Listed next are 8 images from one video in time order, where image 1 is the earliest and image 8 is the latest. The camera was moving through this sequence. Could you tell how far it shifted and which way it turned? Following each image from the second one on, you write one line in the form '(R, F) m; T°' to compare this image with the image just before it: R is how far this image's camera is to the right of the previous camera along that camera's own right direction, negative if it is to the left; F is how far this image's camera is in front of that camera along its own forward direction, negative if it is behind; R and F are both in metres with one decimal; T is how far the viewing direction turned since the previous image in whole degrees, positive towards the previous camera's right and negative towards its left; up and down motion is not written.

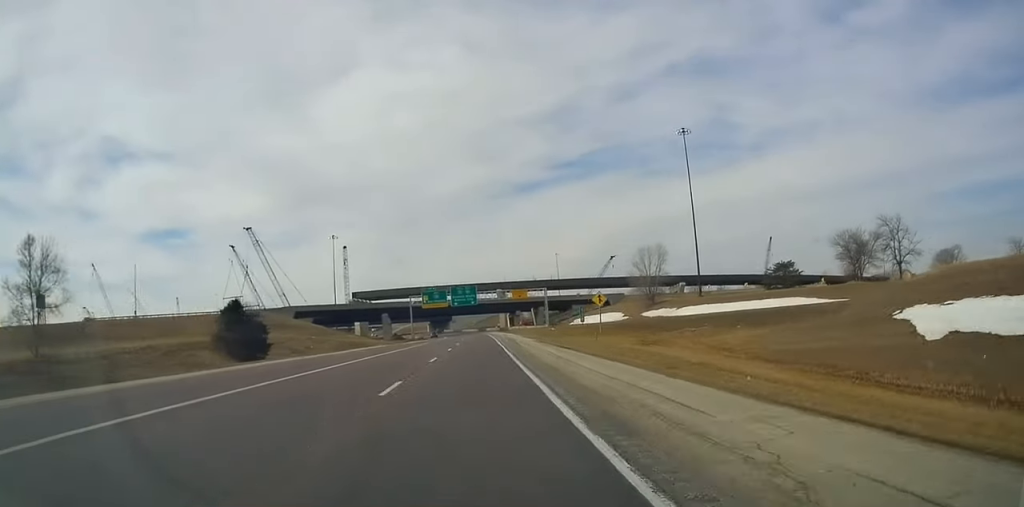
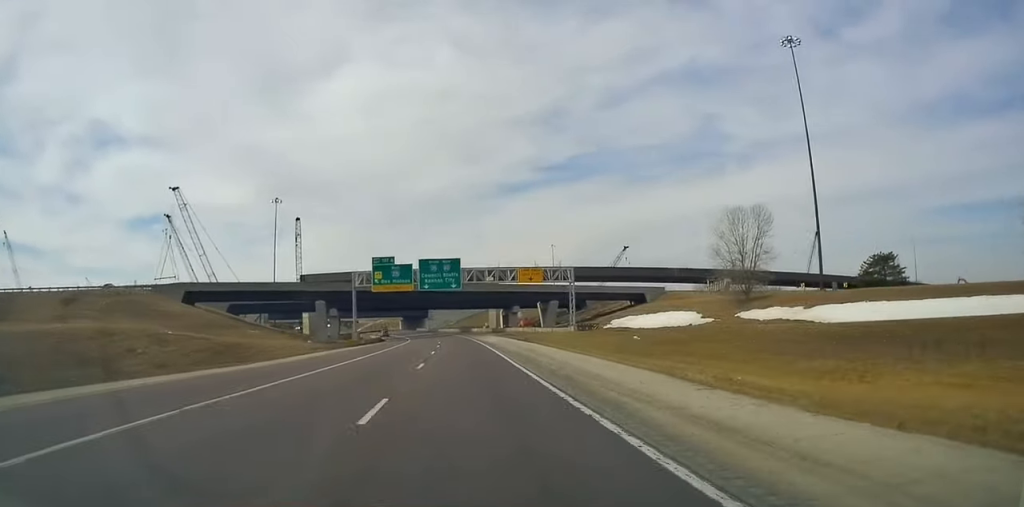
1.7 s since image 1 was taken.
(+0.8, +51.7) m; +2°
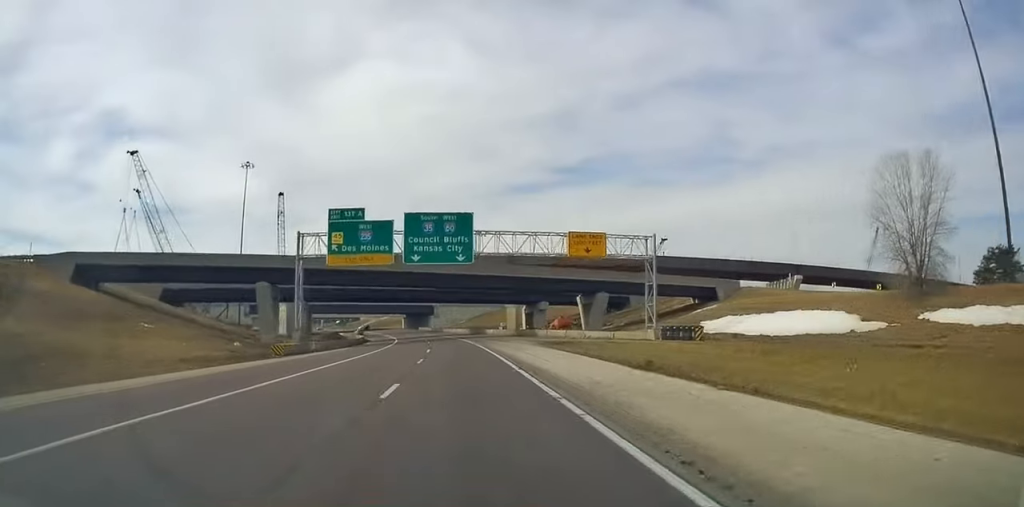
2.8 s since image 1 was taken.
(+0.5, +32.4) m; +1°
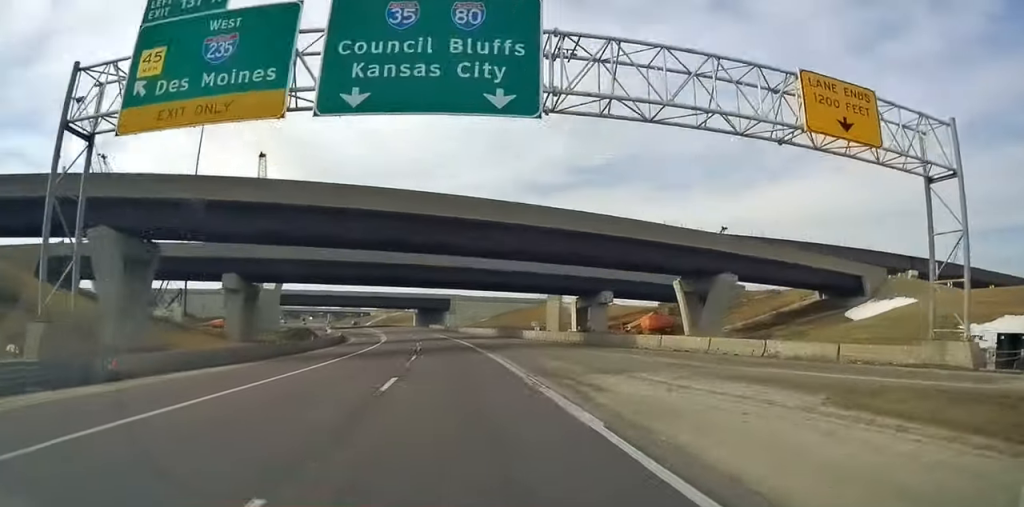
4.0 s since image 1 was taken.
(+0.1, +34.8) m; -1°
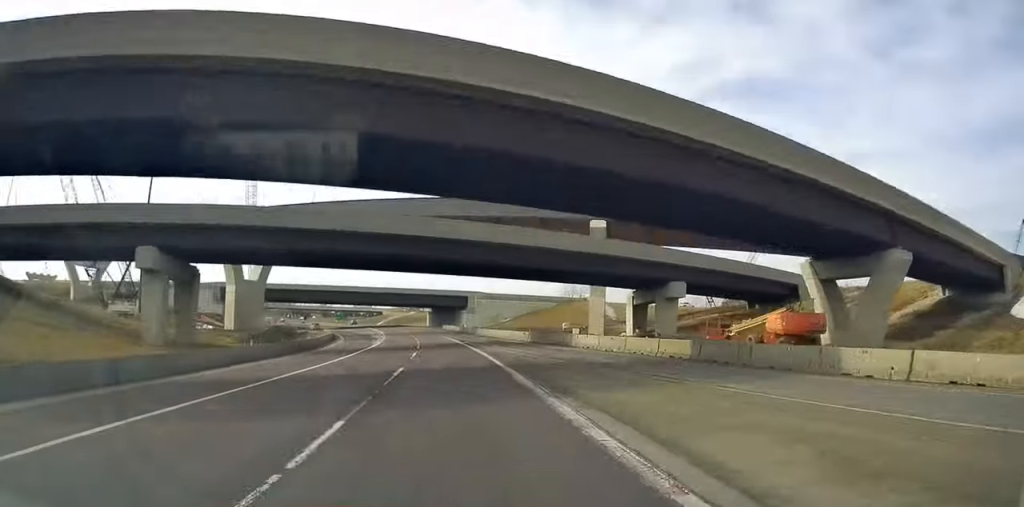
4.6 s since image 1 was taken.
(+0.1, +19.2) m; -2°
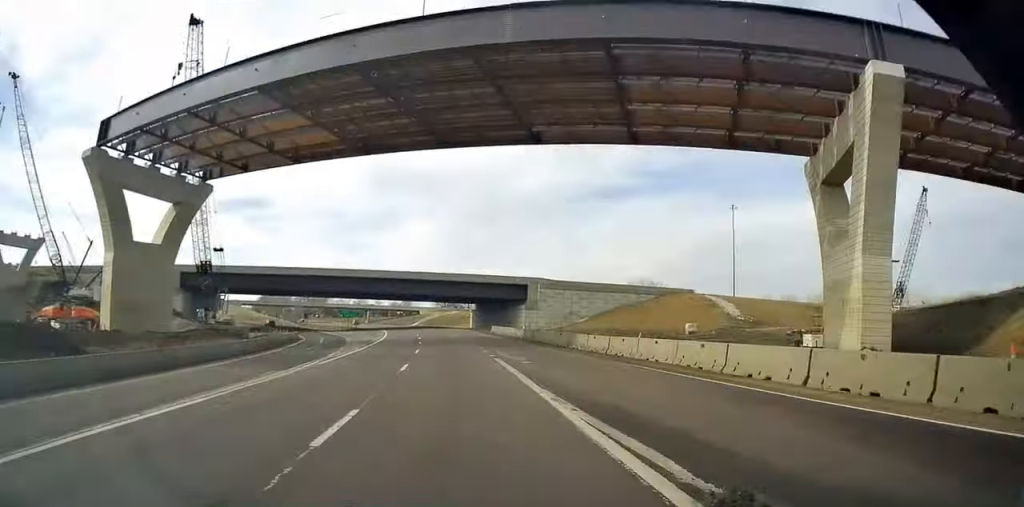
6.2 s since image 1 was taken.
(-2.1, +46.8) m; -5°
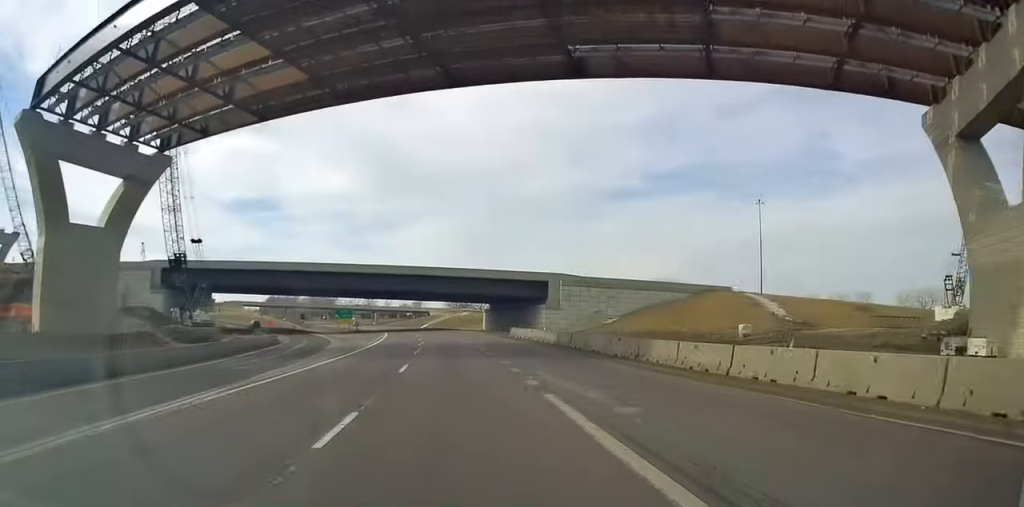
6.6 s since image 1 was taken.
(+0.1, +12.0) m; -1°
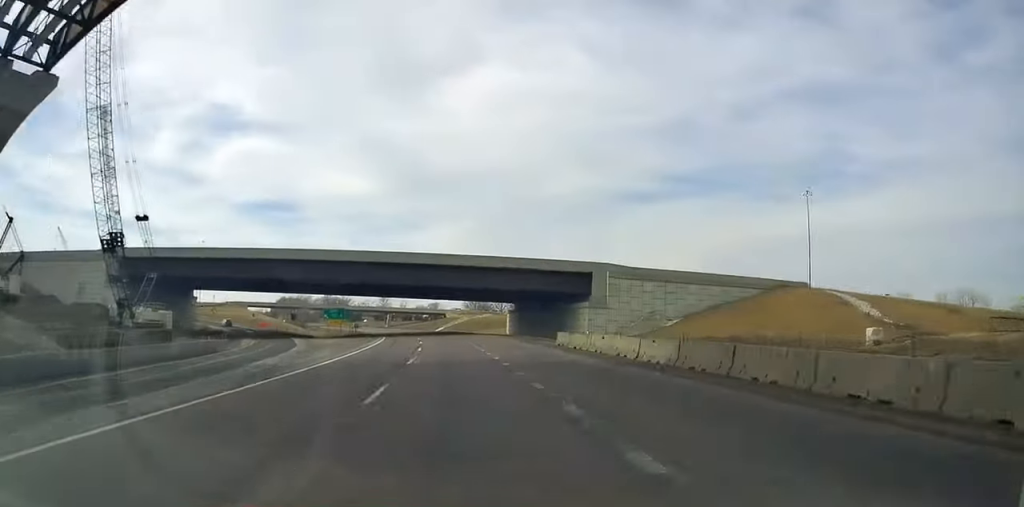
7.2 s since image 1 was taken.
(-0.7, +19.1) m; -2°
